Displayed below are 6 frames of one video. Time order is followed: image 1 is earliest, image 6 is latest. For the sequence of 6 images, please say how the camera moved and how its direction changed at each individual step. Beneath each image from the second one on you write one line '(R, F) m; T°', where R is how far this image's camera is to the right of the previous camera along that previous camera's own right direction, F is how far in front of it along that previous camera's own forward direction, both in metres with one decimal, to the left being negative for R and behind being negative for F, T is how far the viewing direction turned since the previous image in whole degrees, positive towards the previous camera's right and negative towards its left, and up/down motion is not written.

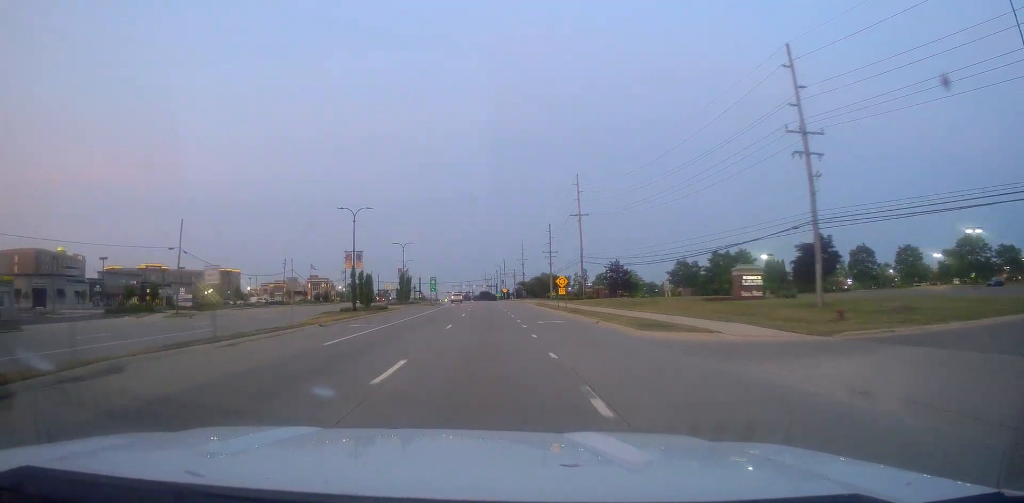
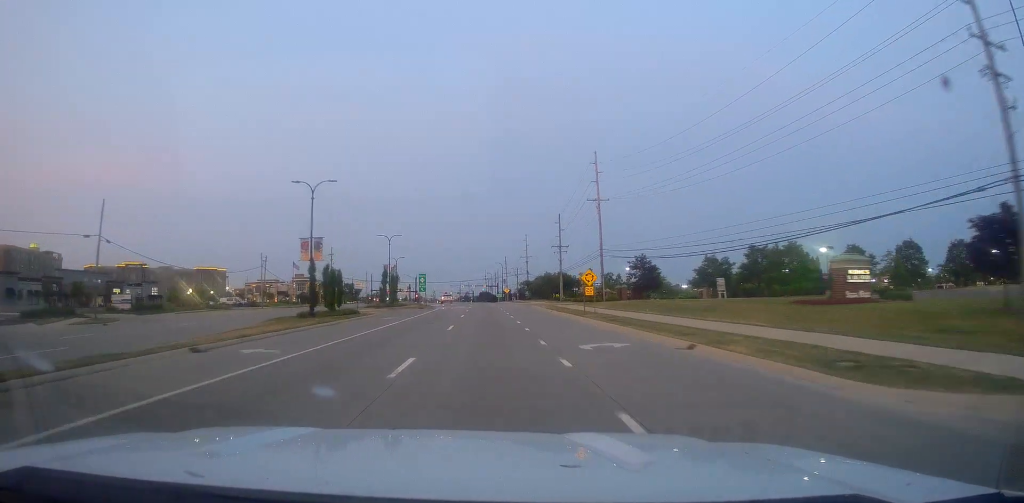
(-0.3, +15.8) m; +1°
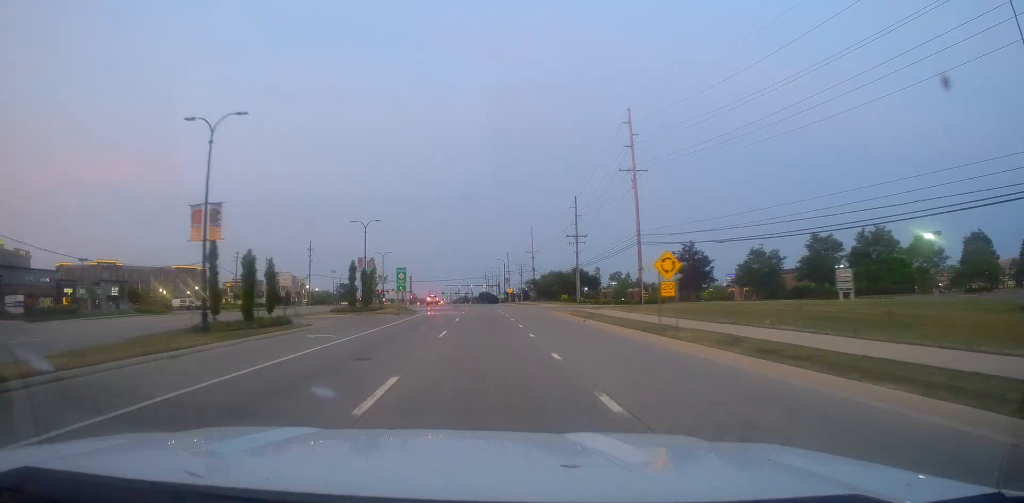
(+0.6, +19.2) m; 0°
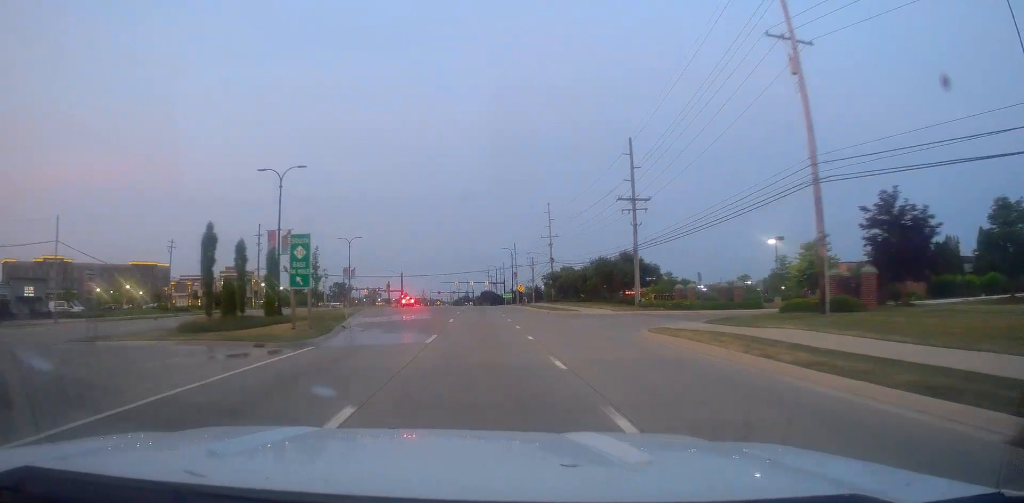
(-0.3, +32.7) m; 0°
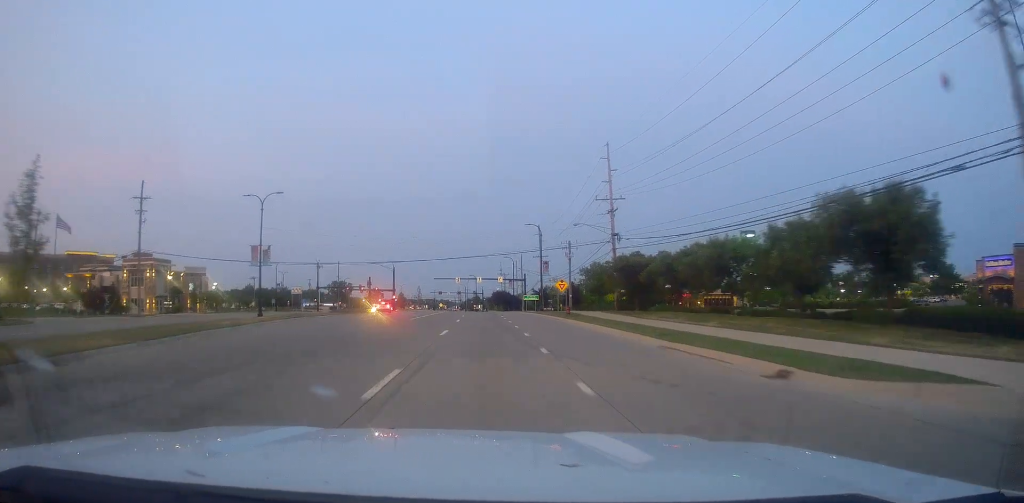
(-0.7, +40.8) m; -2°
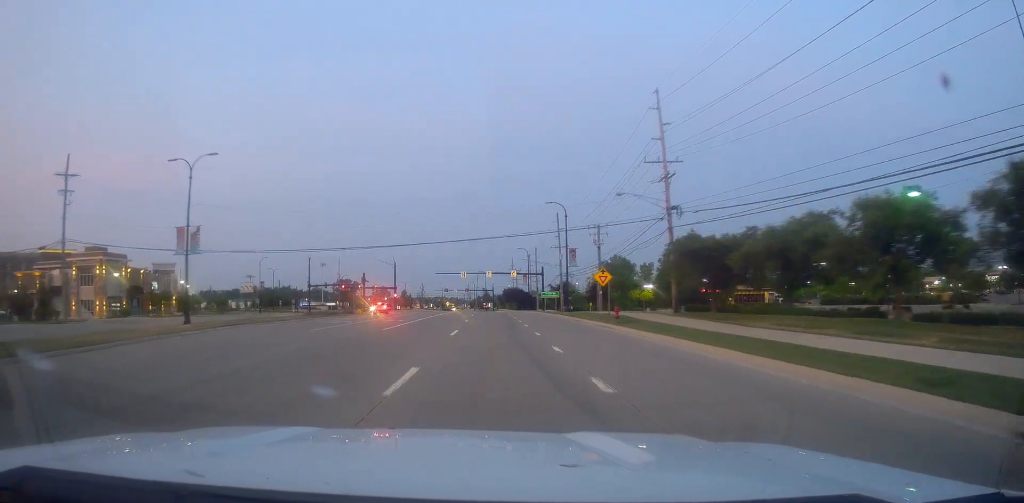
(0.0, +15.1) m; 0°
